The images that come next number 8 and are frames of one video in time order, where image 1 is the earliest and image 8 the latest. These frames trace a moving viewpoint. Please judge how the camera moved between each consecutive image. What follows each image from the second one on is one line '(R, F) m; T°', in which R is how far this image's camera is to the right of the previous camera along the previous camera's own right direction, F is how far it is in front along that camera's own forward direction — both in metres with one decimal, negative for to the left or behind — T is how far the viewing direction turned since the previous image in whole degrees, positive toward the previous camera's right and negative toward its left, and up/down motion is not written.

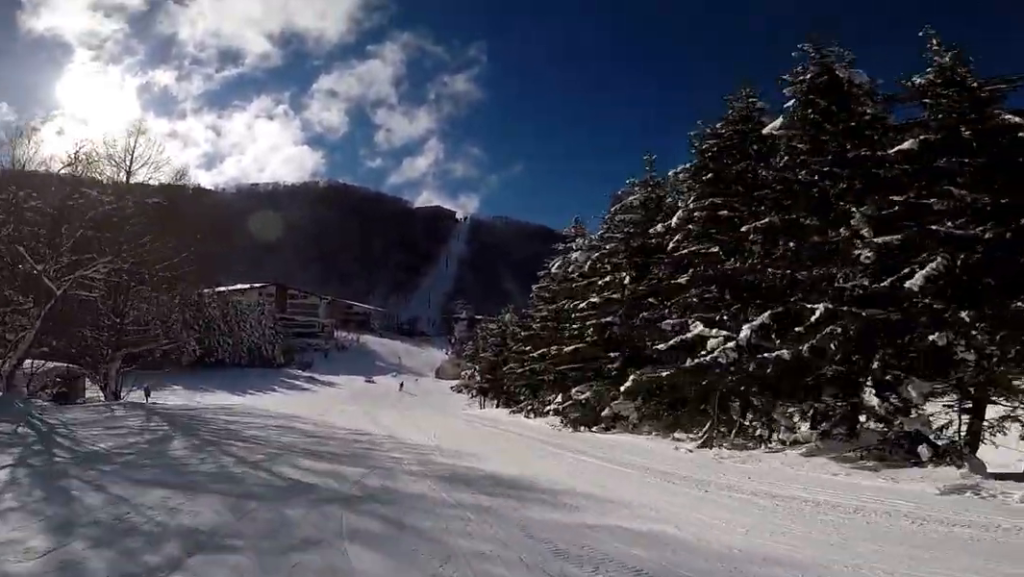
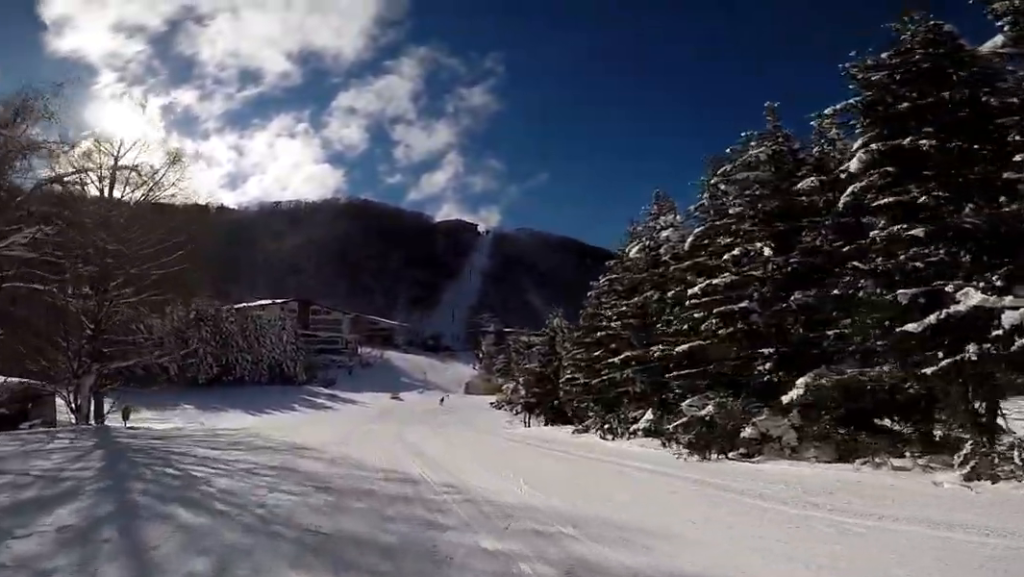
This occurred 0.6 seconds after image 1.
(-0.3, +5.8) m; -2°
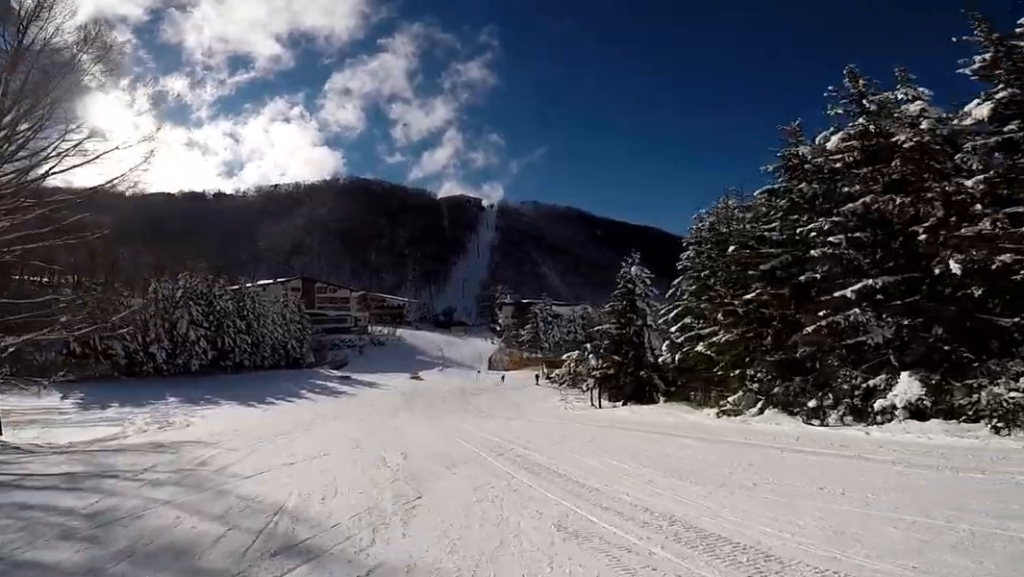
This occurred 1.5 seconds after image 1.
(-0.1, +9.7) m; +7°
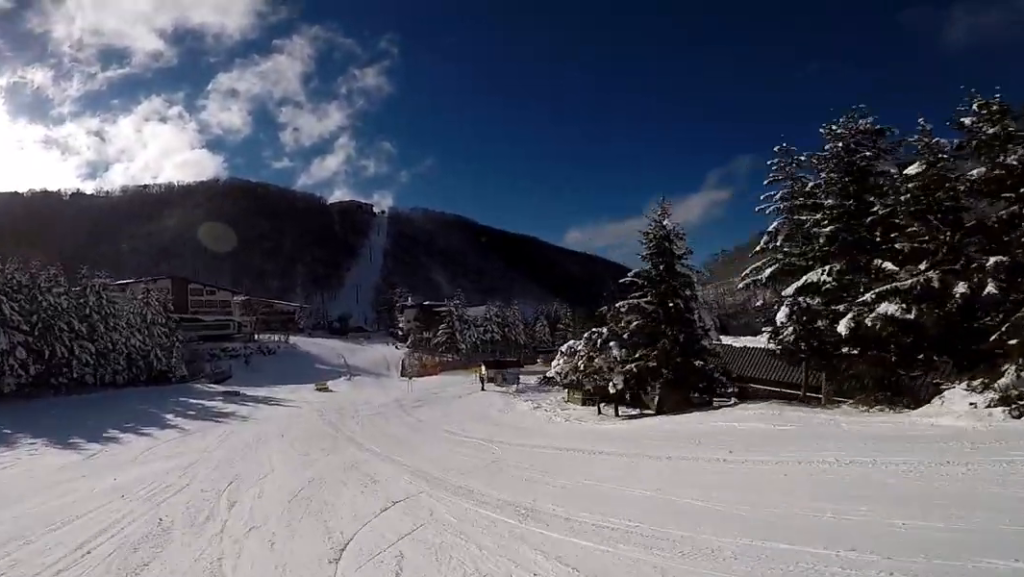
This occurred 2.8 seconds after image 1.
(+2.0, +13.3) m; +6°
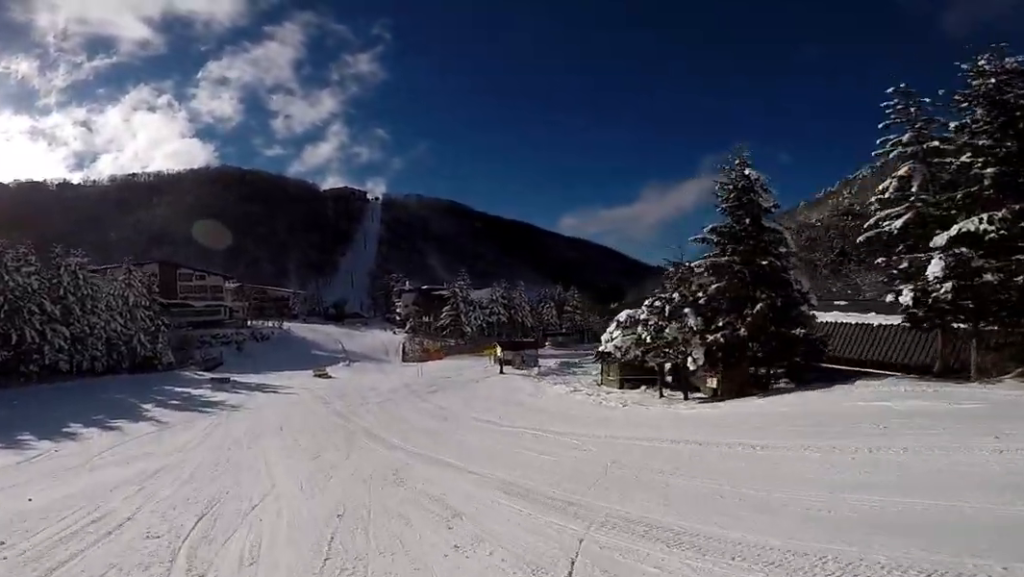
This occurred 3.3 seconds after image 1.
(-0.6, +4.9) m; +4°
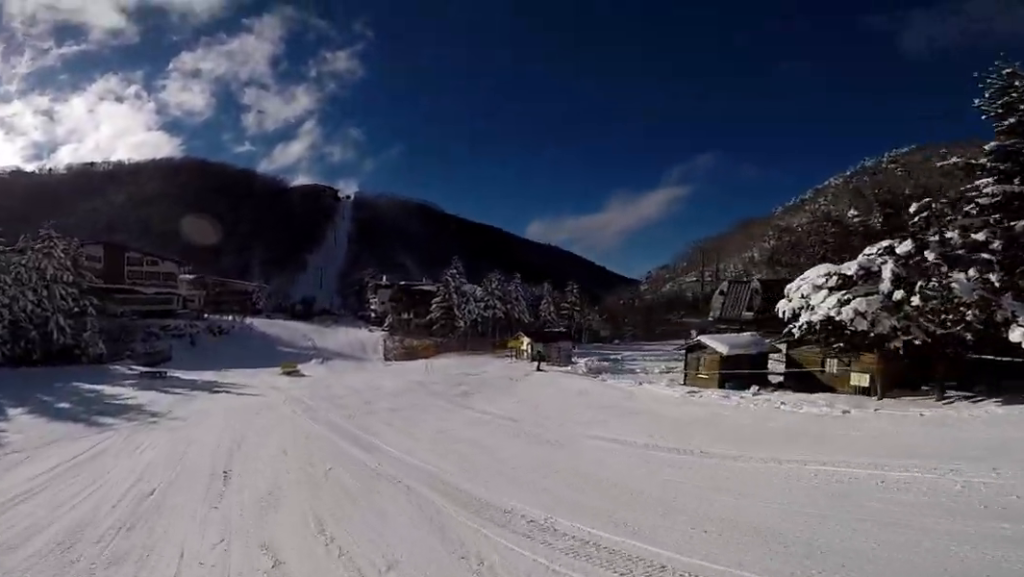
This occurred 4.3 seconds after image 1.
(+0.7, +10.2) m; +13°
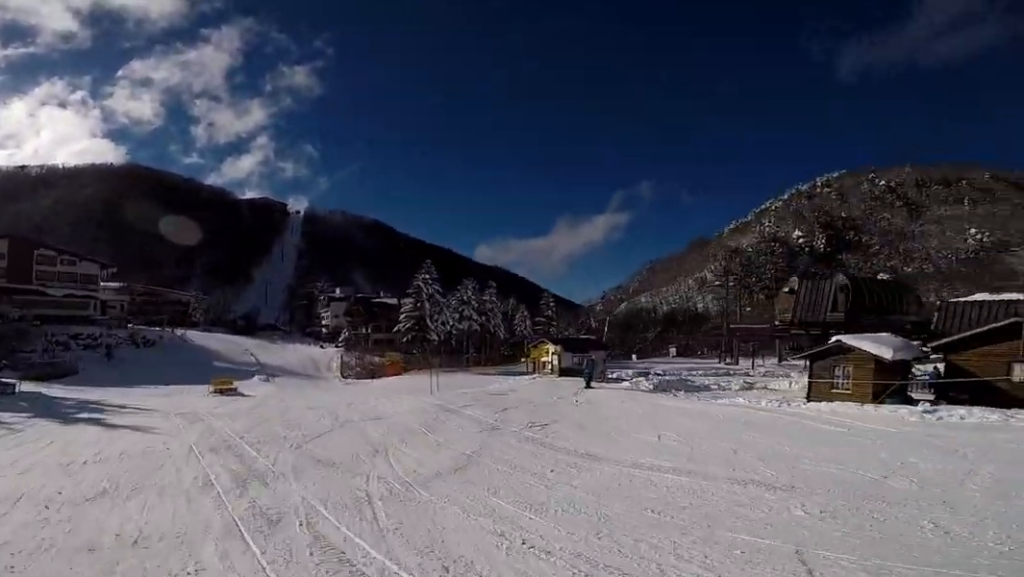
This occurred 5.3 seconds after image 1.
(+1.4, +9.7) m; +10°
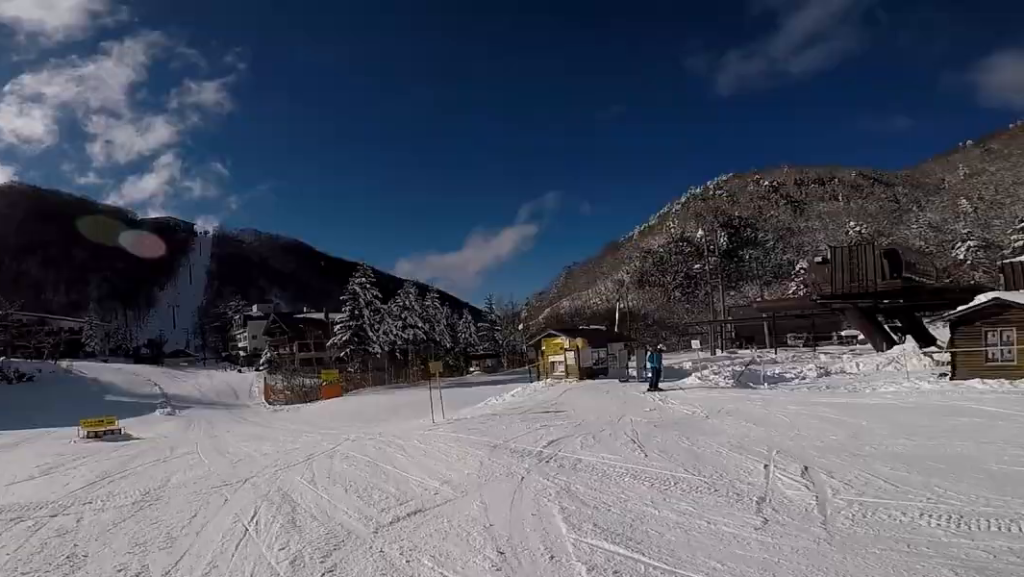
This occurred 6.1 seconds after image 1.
(+0.1, +7.9) m; +7°
